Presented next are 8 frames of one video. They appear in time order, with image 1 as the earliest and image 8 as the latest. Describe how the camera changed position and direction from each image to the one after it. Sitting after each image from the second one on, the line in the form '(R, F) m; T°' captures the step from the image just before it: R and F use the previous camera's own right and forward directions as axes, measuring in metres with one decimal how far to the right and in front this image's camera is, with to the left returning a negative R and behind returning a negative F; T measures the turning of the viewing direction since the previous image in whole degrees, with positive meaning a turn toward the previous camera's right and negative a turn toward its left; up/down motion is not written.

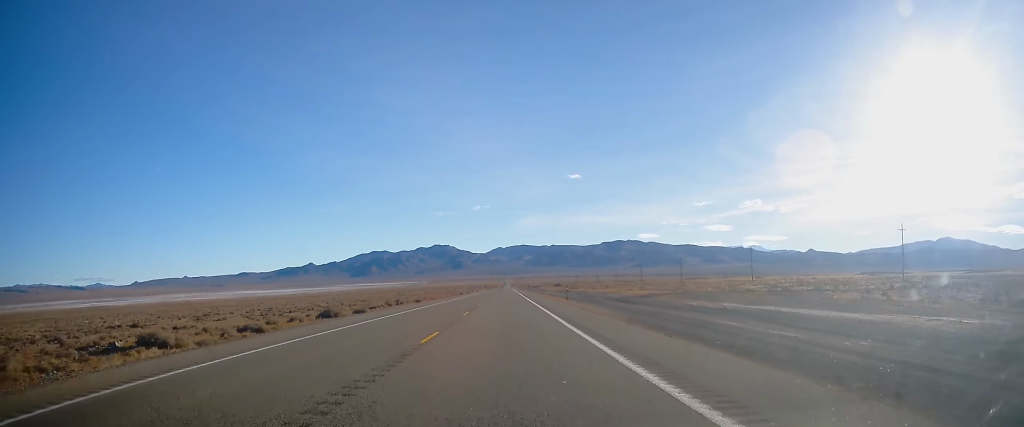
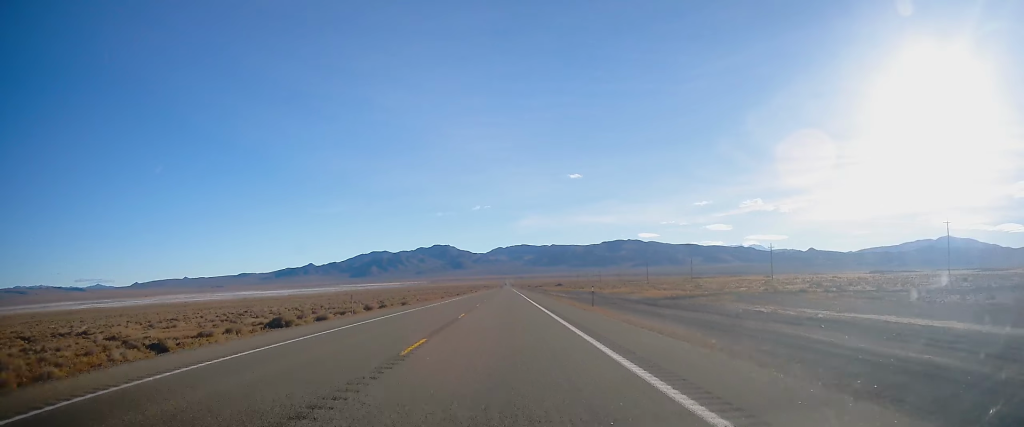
(-0.2, +14.4) m; 0°
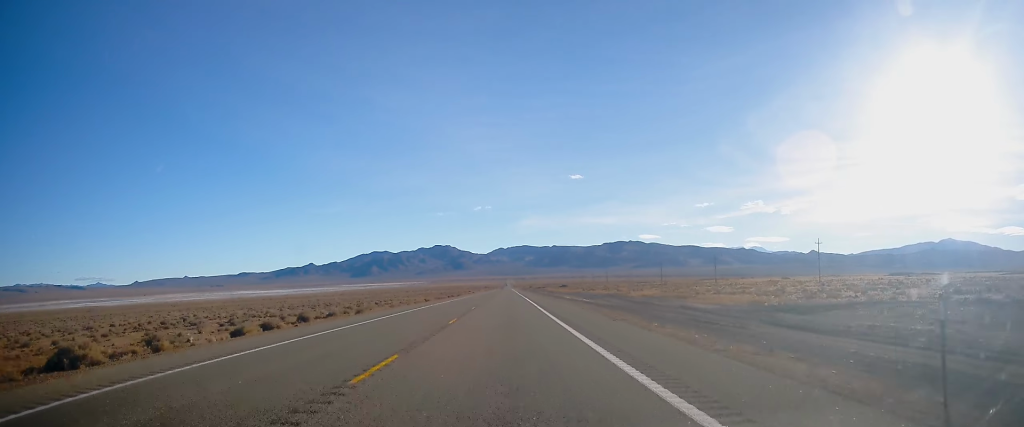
(-0.1, +27.5) m; 0°
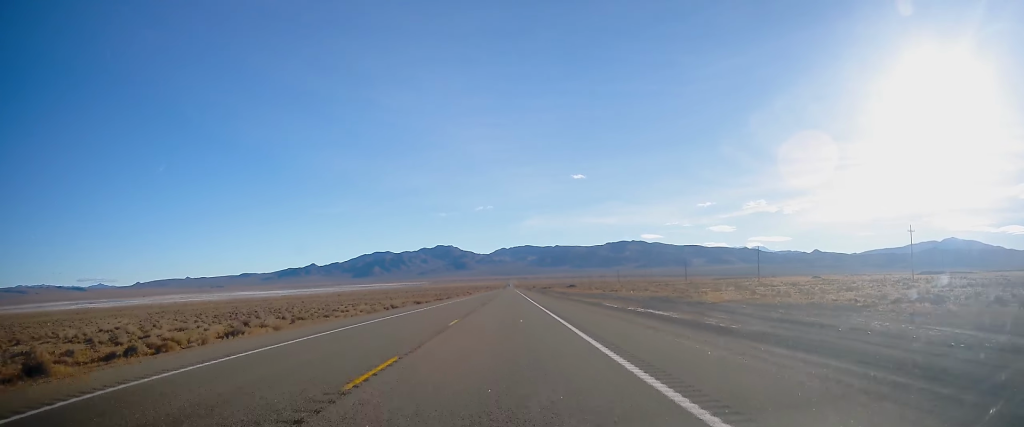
(+0.1, +36.6) m; 0°
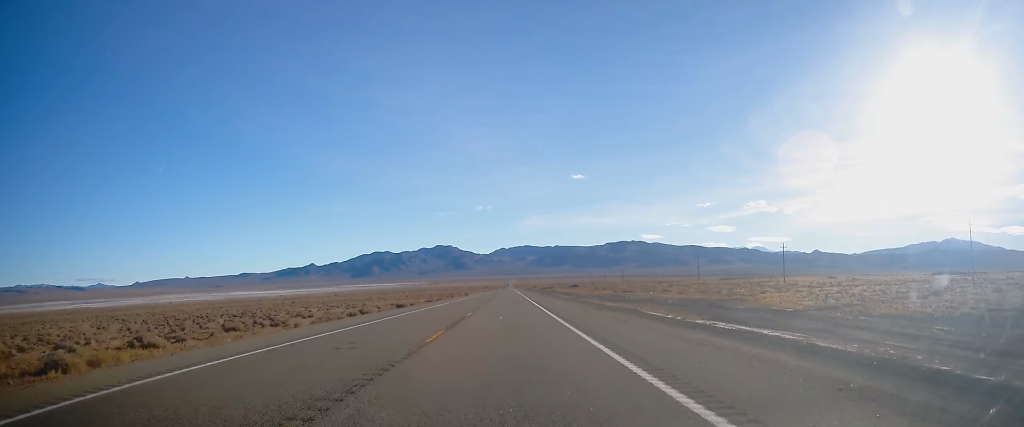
(-0.1, +17.7) m; 0°
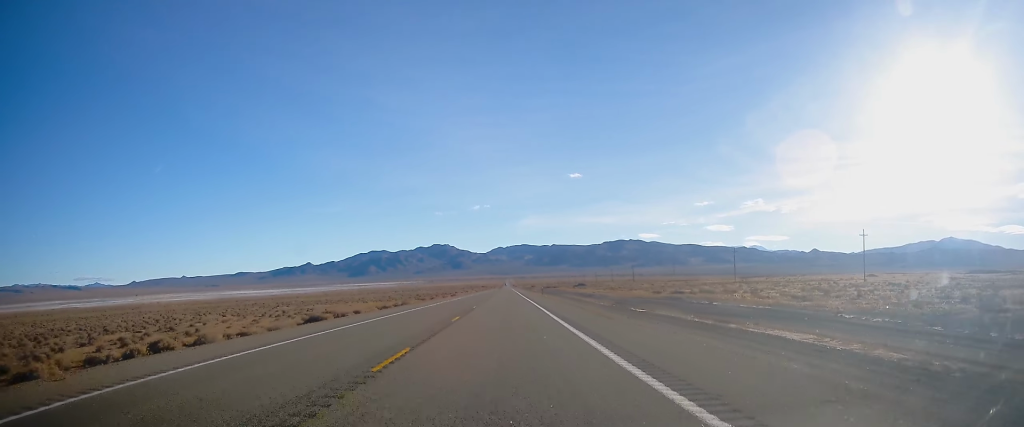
(-0.1, +41.3) m; +1°
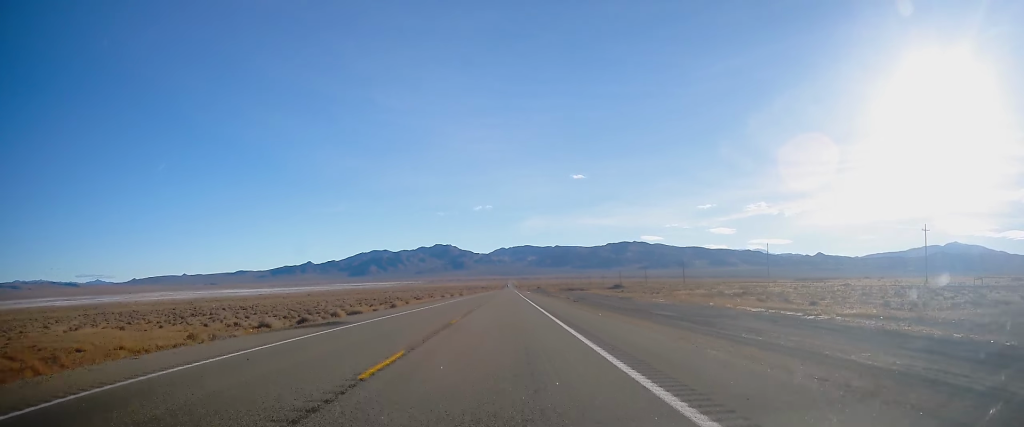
(+0.5, +97.9) m; -1°
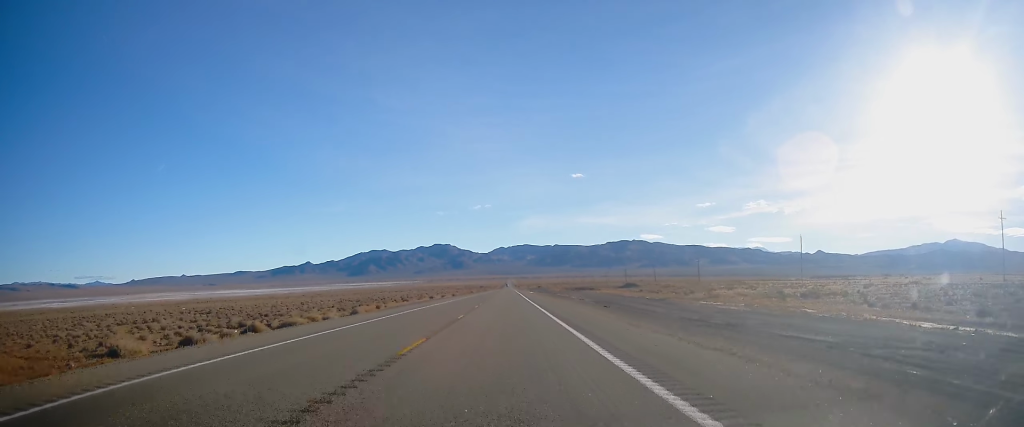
(-0.1, +21.6) m; 0°
